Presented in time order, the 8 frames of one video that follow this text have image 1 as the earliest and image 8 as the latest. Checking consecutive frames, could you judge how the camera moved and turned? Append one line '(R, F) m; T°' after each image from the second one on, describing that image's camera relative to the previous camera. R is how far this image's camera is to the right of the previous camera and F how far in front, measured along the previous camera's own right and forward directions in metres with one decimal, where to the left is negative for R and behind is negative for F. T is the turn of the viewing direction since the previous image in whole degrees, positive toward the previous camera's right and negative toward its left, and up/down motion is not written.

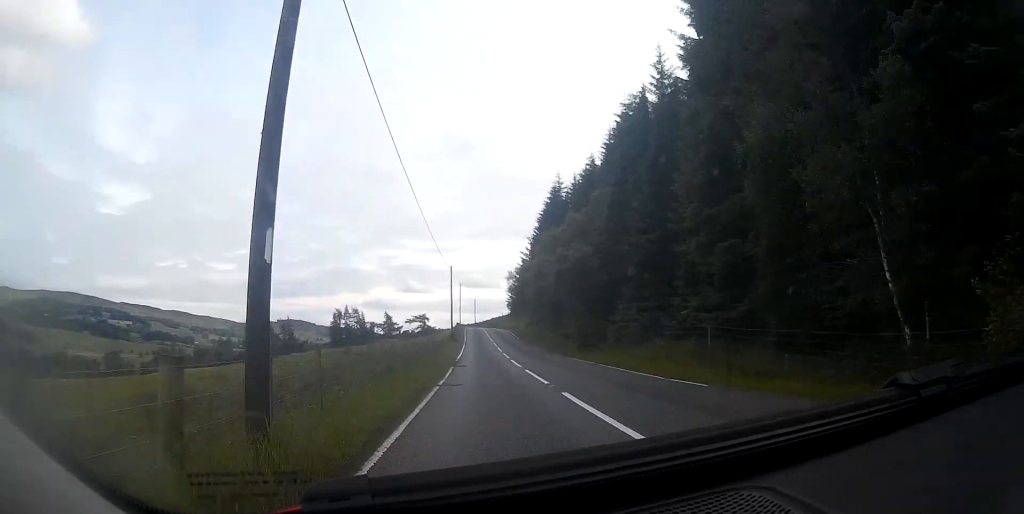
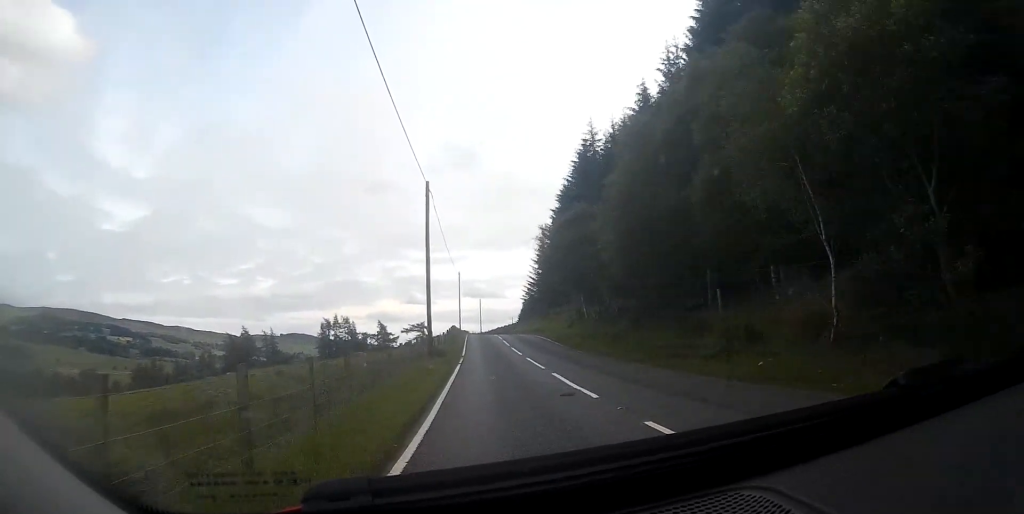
(-0.3, +31.1) m; -1°
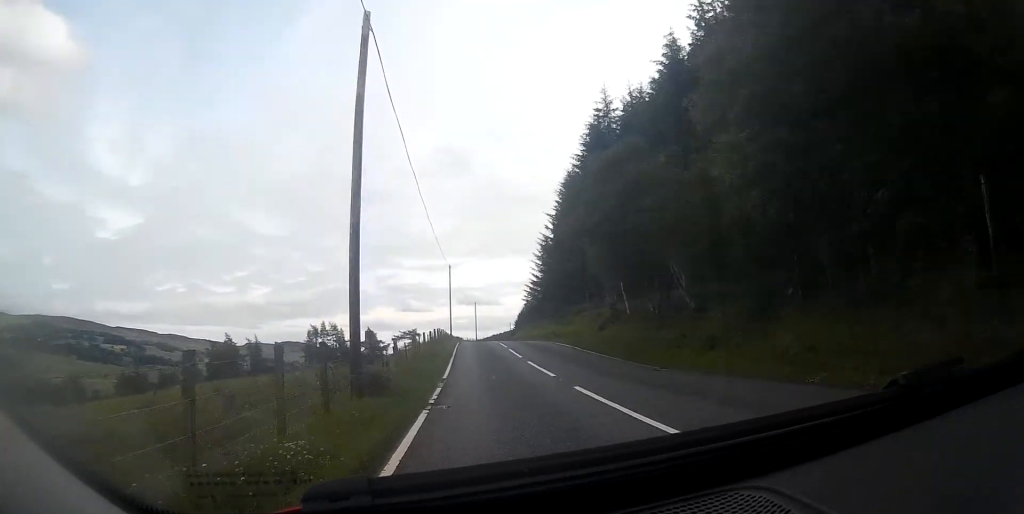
(+0.1, +13.5) m; 0°
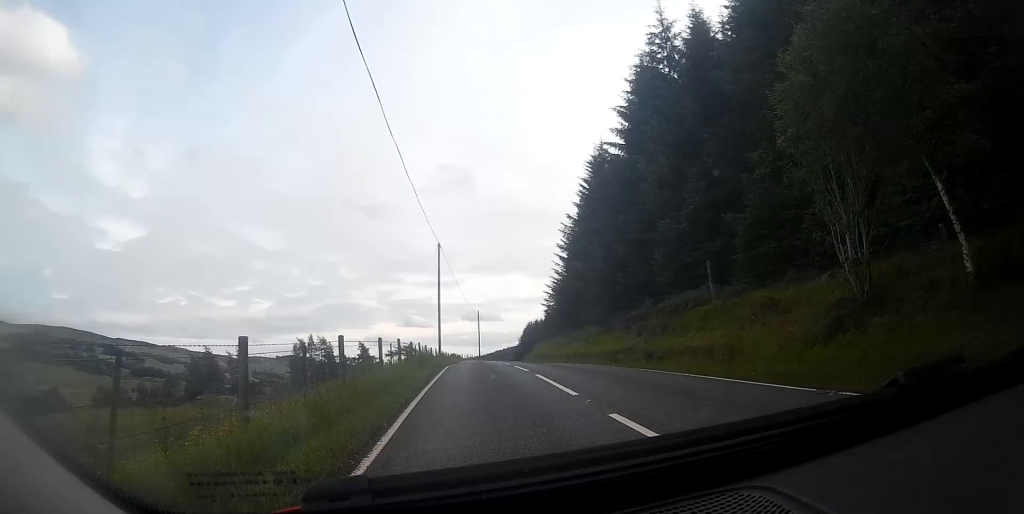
(+0.1, +22.7) m; 0°
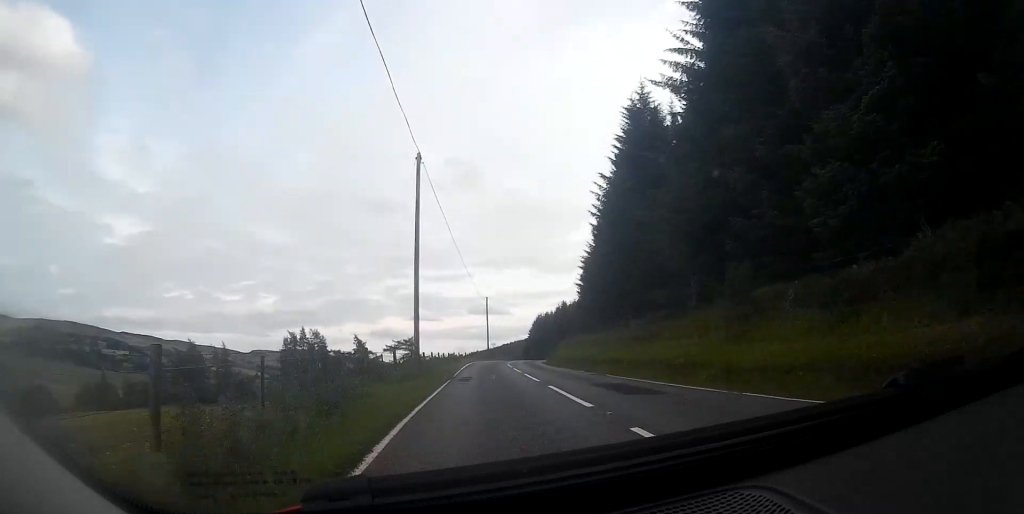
(0.0, +18.8) m; 0°
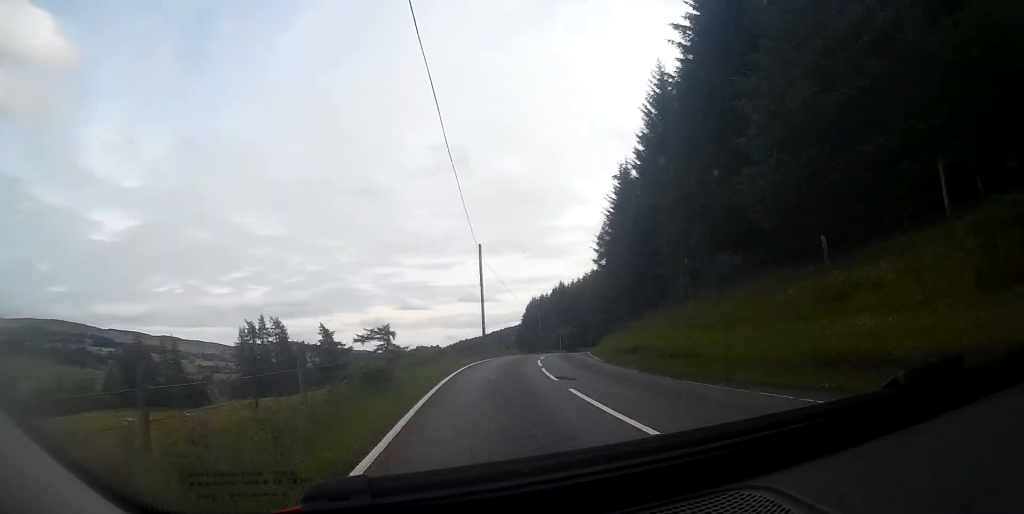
(+0.1, +30.7) m; +1°
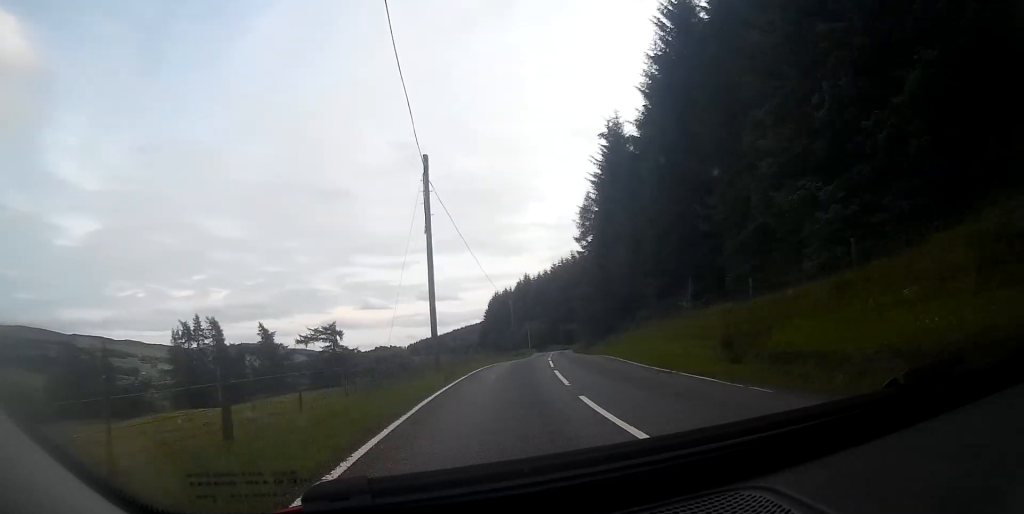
(+0.4, +19.4) m; +3°
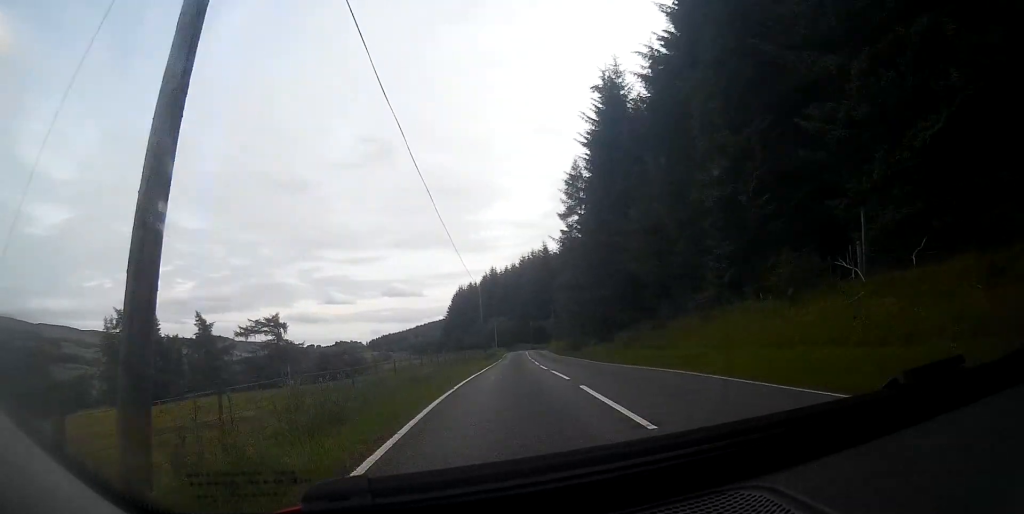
(+0.5, +16.0) m; +3°
